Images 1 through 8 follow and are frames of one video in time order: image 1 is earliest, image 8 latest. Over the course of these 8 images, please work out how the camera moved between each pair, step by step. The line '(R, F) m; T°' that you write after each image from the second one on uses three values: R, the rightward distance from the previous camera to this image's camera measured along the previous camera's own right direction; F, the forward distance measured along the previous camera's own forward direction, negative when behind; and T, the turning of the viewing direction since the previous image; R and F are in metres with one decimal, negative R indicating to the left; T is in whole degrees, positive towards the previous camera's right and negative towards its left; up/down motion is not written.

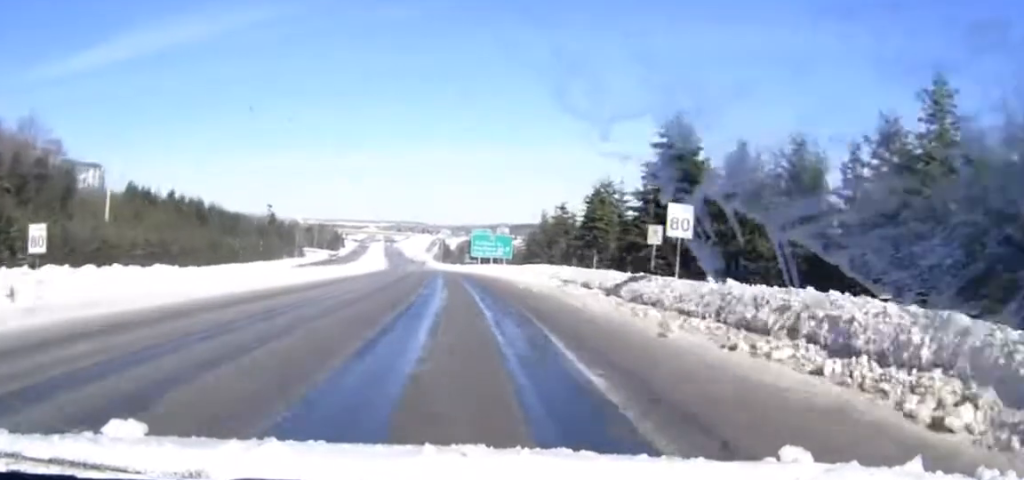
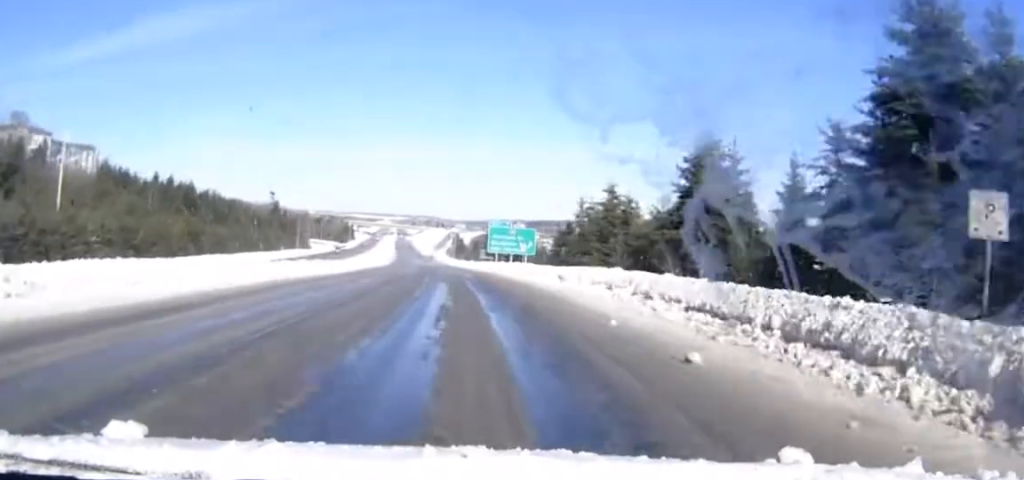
(-0.2, +17.4) m; -1°
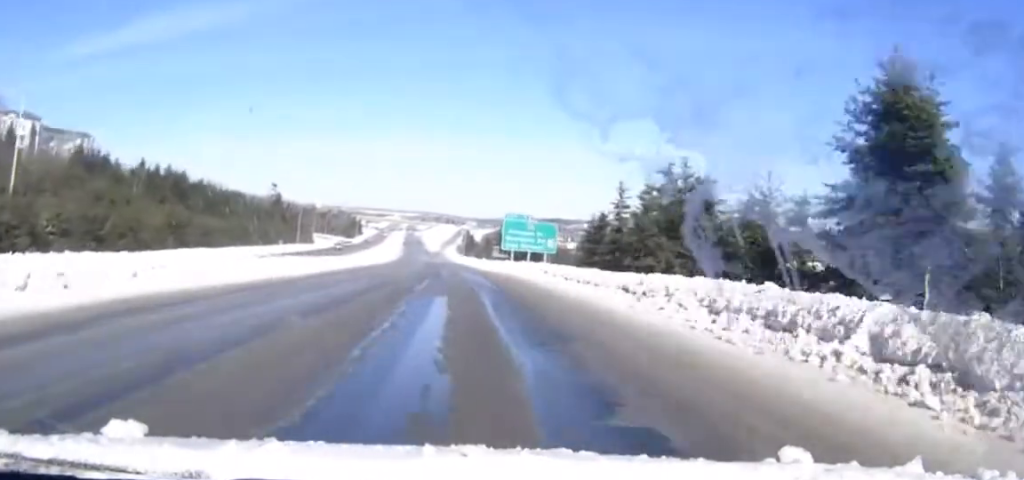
(-0.1, +12.7) m; 0°
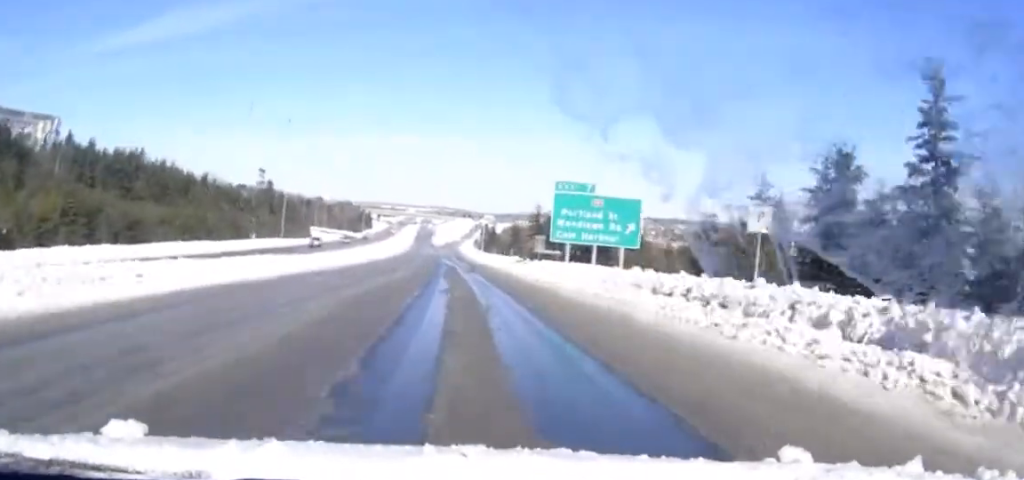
(-0.4, +36.2) m; -1°
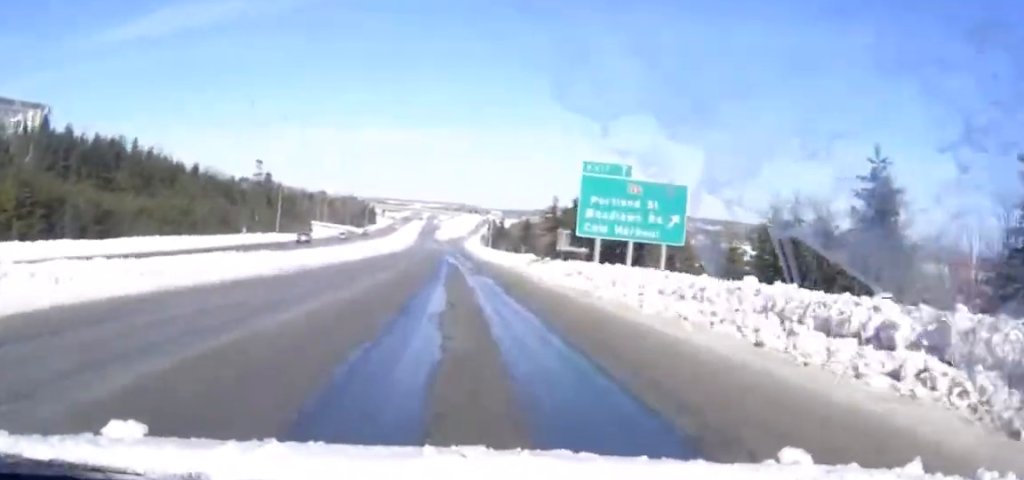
(0.0, +10.0) m; 0°
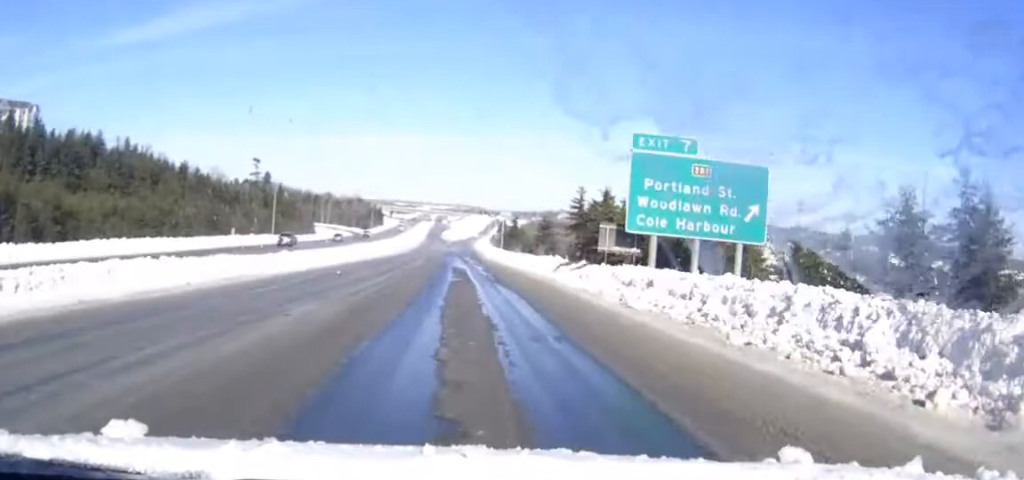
(0.0, +11.3) m; 0°
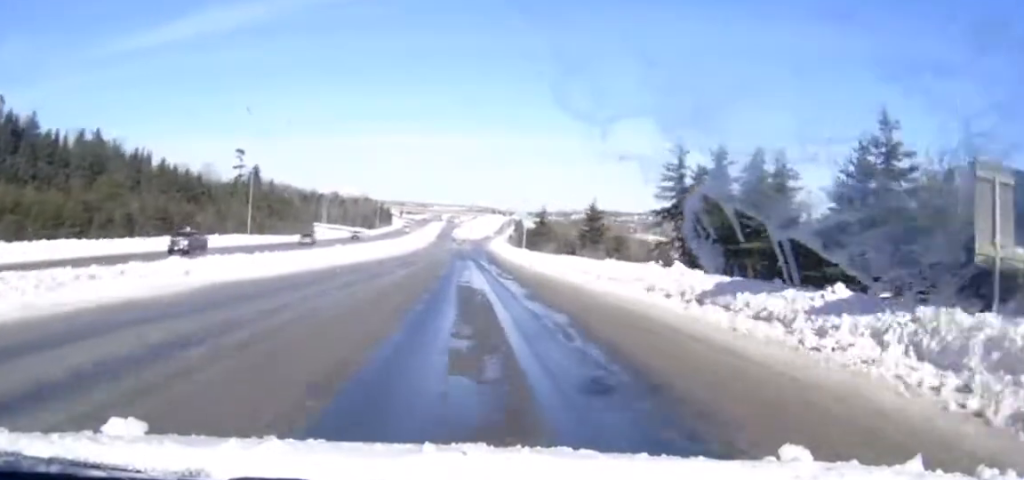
(-0.2, +25.1) m; -1°
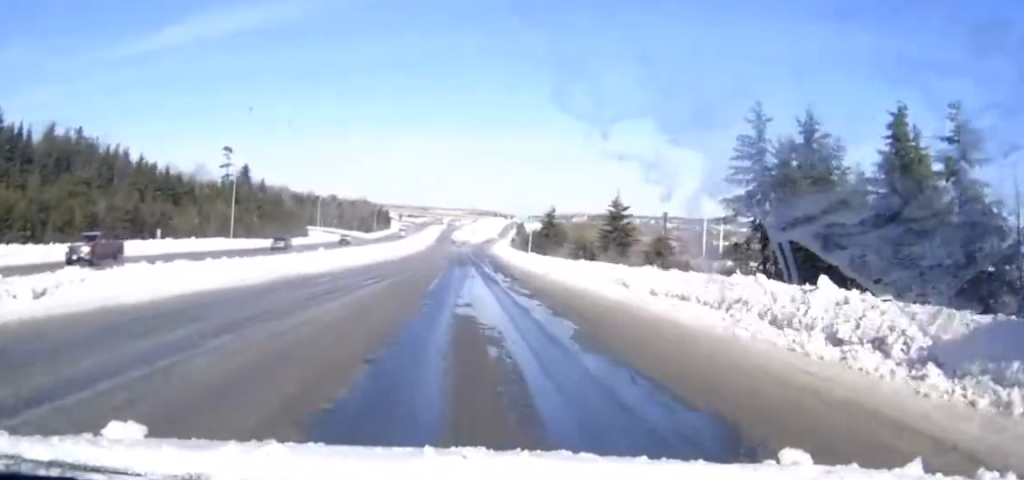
(0.0, +9.8) m; 0°
